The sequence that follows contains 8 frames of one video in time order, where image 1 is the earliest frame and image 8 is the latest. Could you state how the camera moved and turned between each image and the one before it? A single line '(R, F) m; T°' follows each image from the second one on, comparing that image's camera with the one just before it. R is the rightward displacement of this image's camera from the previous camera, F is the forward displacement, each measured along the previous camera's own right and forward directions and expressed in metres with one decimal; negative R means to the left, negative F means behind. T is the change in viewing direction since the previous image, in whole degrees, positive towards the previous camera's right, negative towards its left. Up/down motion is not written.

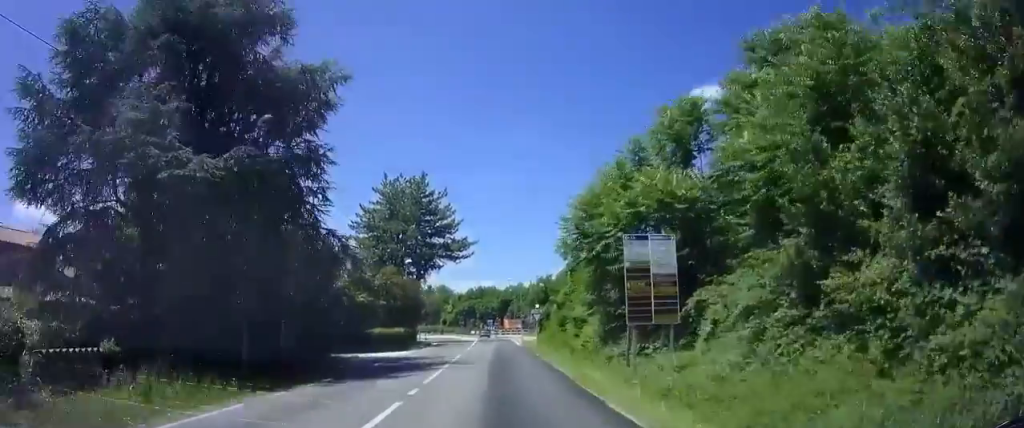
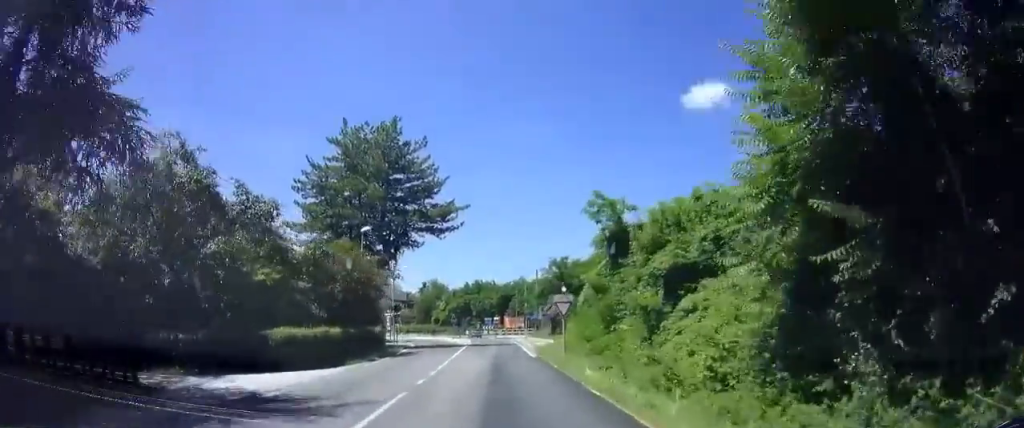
(+0.3, +14.2) m; +1°
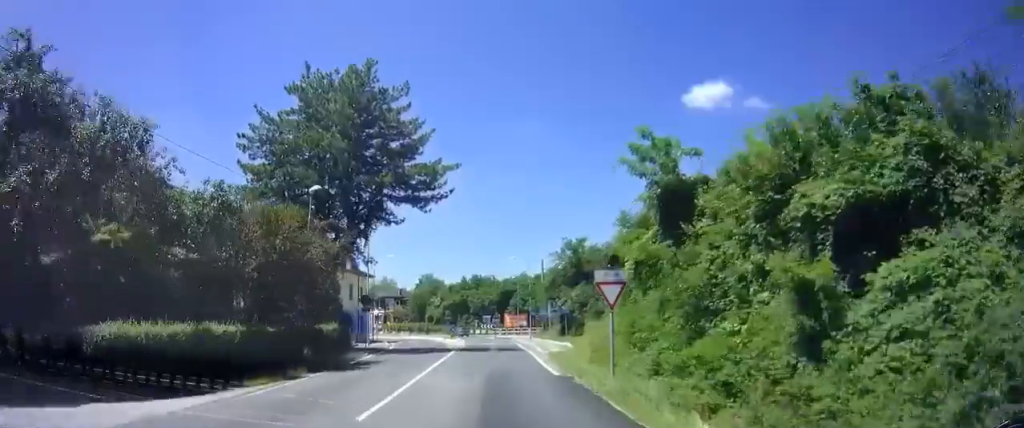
(0.0, +7.7) m; -1°
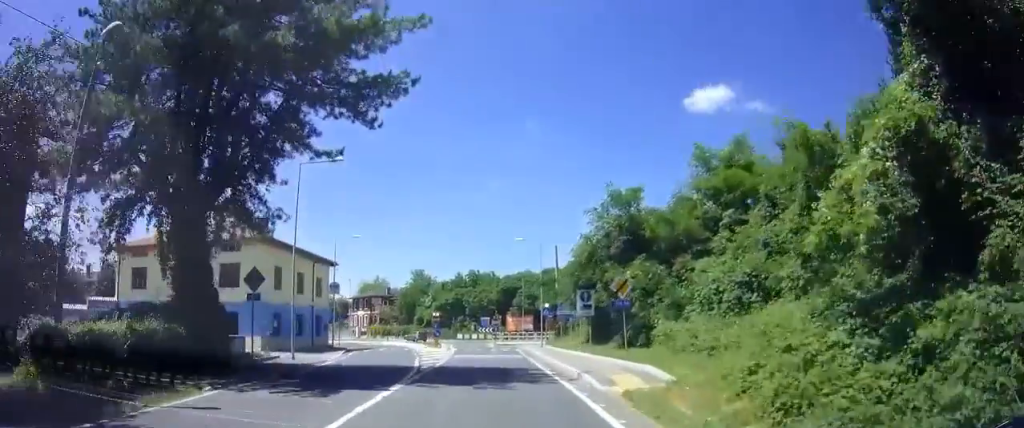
(-0.2, +12.9) m; -2°
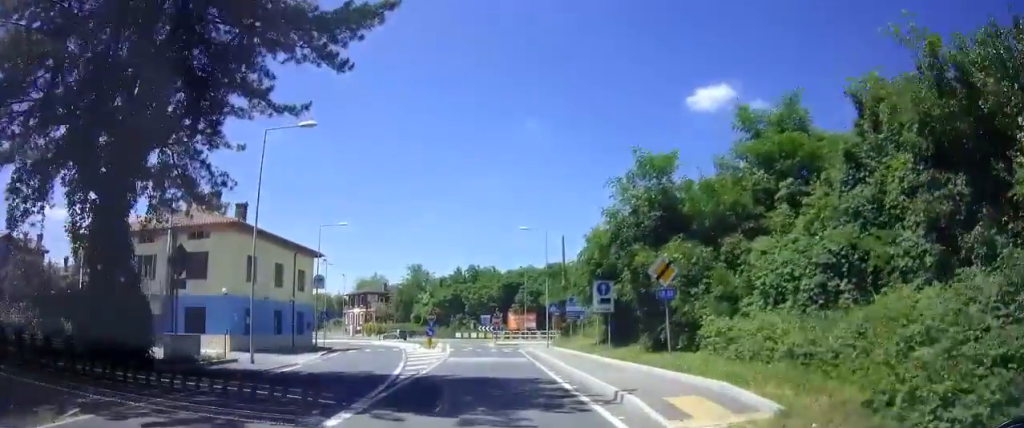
(0.0, +4.6) m; -1°
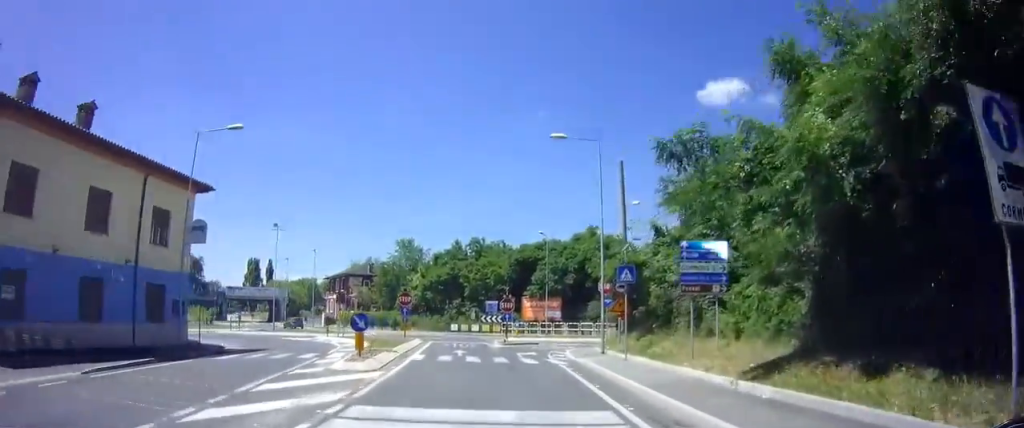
(-0.2, +15.7) m; -2°
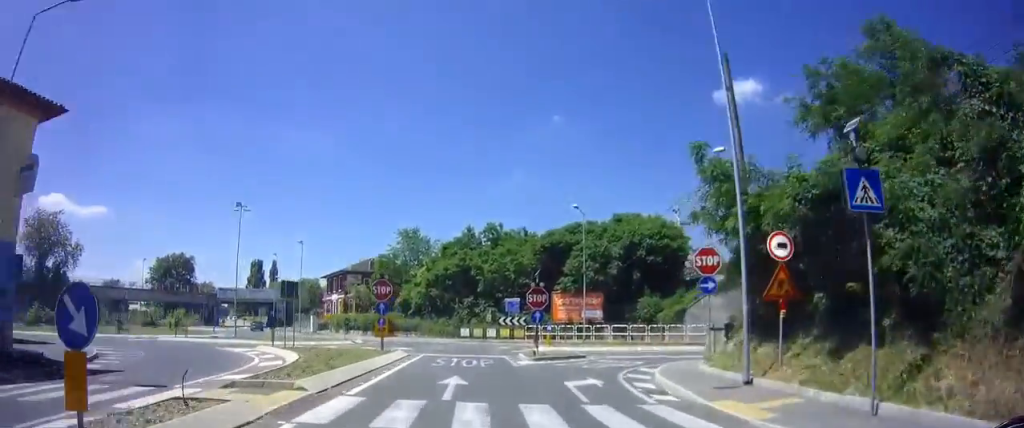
(-0.1, +9.4) m; 0°
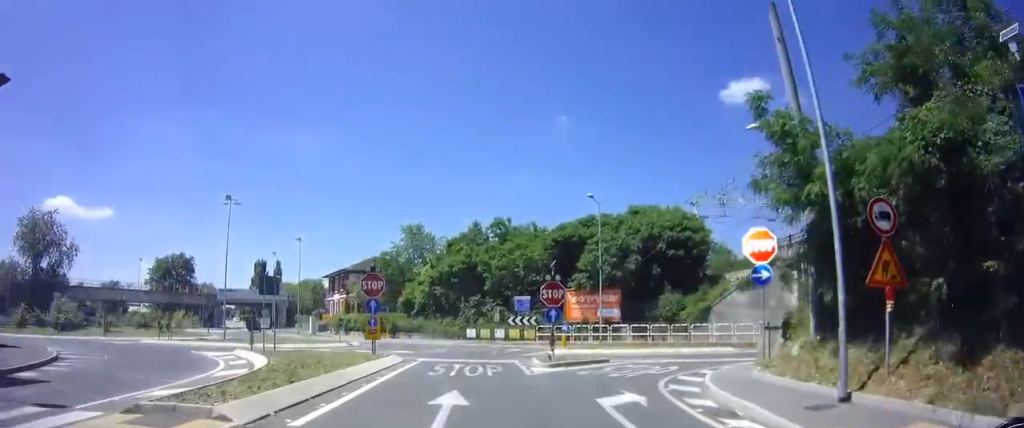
(+0.1, +2.5) m; 0°
